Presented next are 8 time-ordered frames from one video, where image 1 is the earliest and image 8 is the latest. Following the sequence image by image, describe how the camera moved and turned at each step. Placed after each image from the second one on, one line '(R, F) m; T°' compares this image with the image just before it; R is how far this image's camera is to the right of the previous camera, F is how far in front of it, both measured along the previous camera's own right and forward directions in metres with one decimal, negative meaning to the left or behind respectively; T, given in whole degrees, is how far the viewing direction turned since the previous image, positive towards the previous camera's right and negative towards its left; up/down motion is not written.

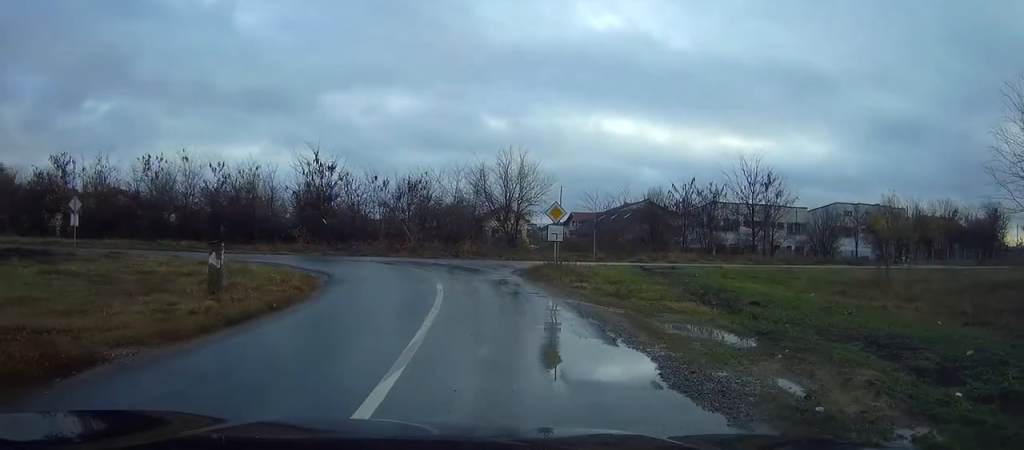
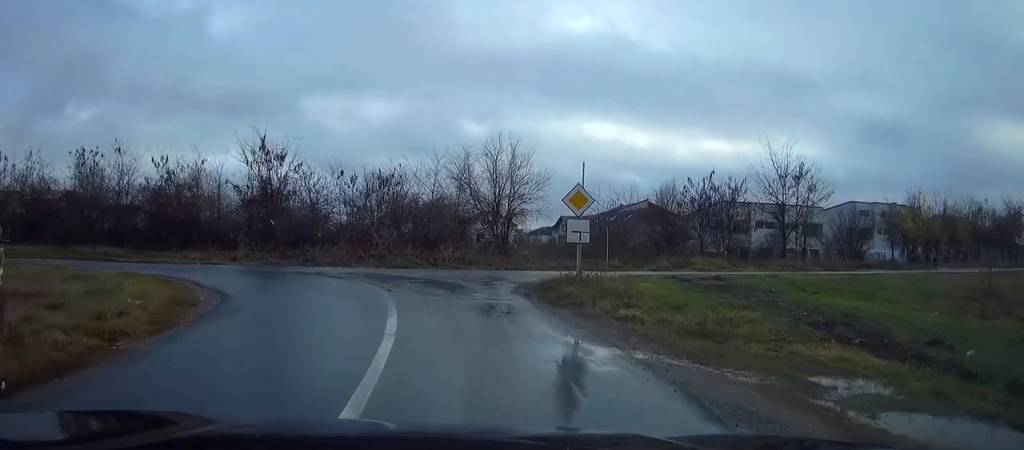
(+0.2, +8.8) m; +1°
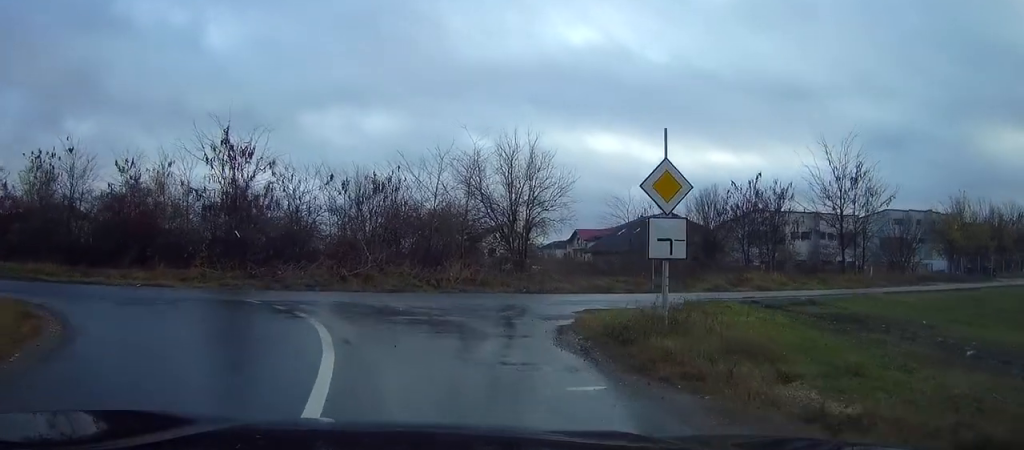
(0.0, +7.7) m; -2°
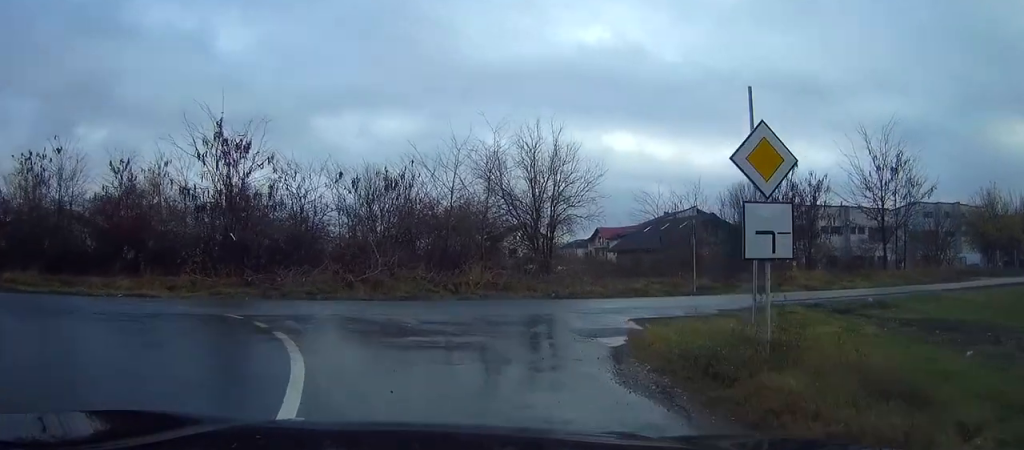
(-0.1, +3.3) m; -2°
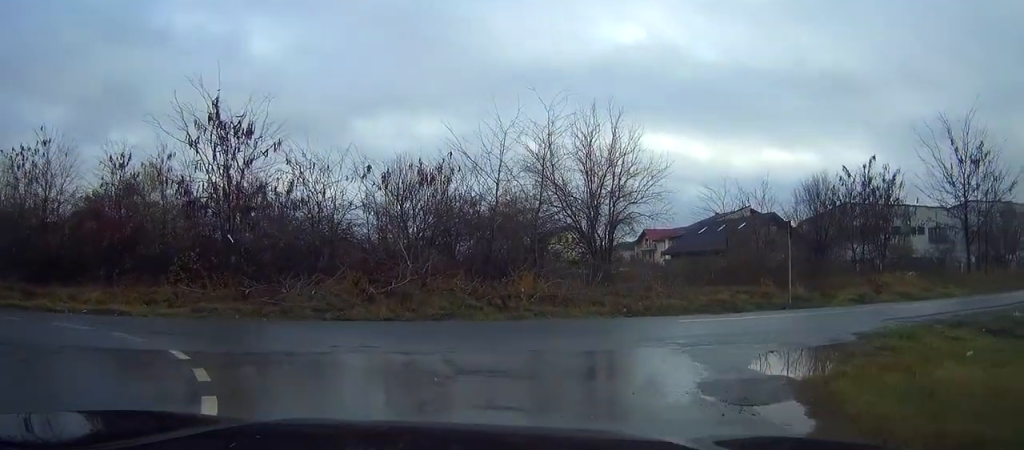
(-0.2, +5.7) m; -4°
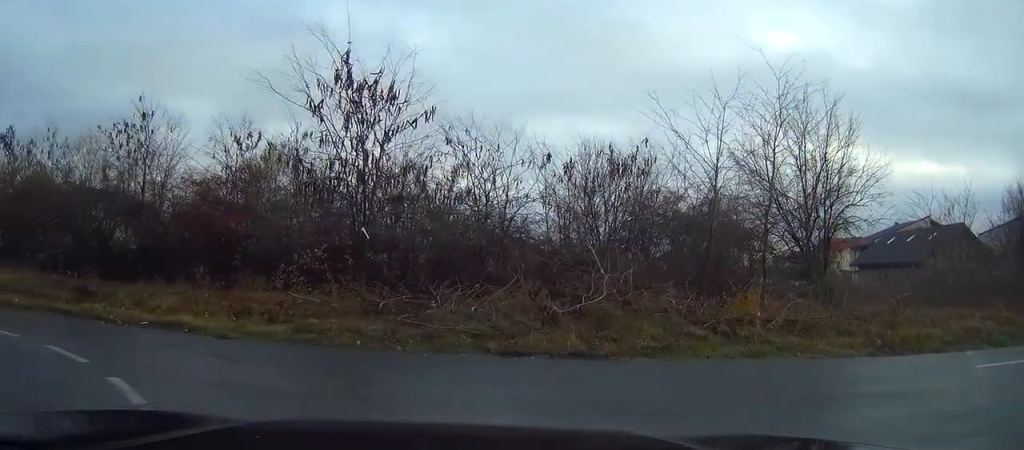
(-0.5, +6.2) m; -9°
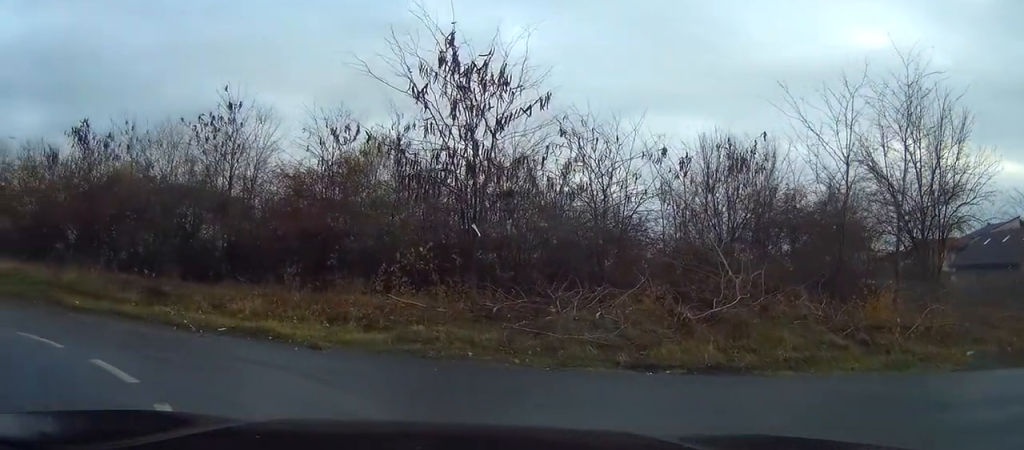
(0.0, +1.7) m; -5°
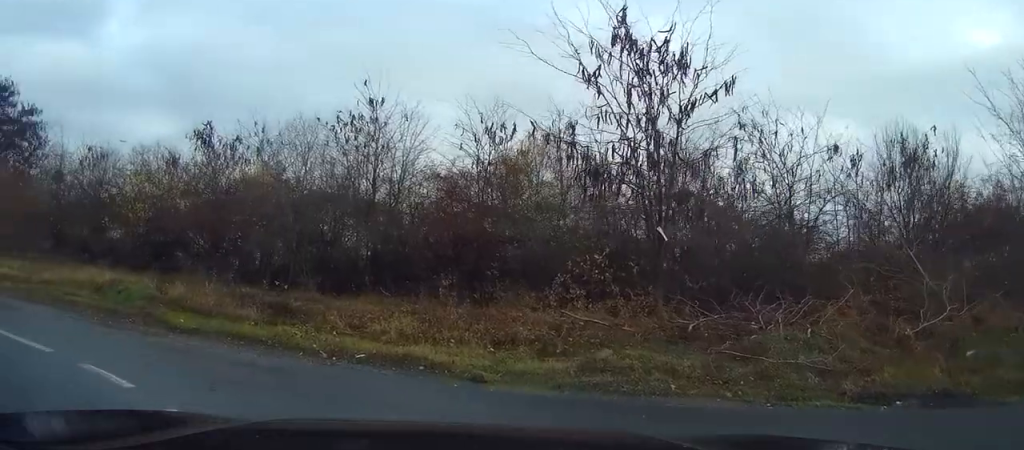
(0.0, +2.1) m; -16°
